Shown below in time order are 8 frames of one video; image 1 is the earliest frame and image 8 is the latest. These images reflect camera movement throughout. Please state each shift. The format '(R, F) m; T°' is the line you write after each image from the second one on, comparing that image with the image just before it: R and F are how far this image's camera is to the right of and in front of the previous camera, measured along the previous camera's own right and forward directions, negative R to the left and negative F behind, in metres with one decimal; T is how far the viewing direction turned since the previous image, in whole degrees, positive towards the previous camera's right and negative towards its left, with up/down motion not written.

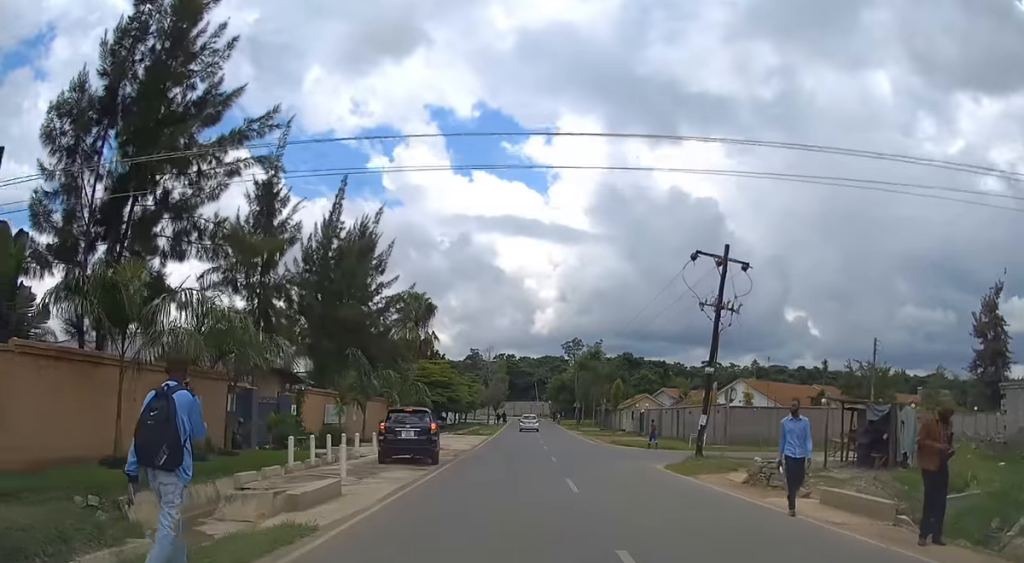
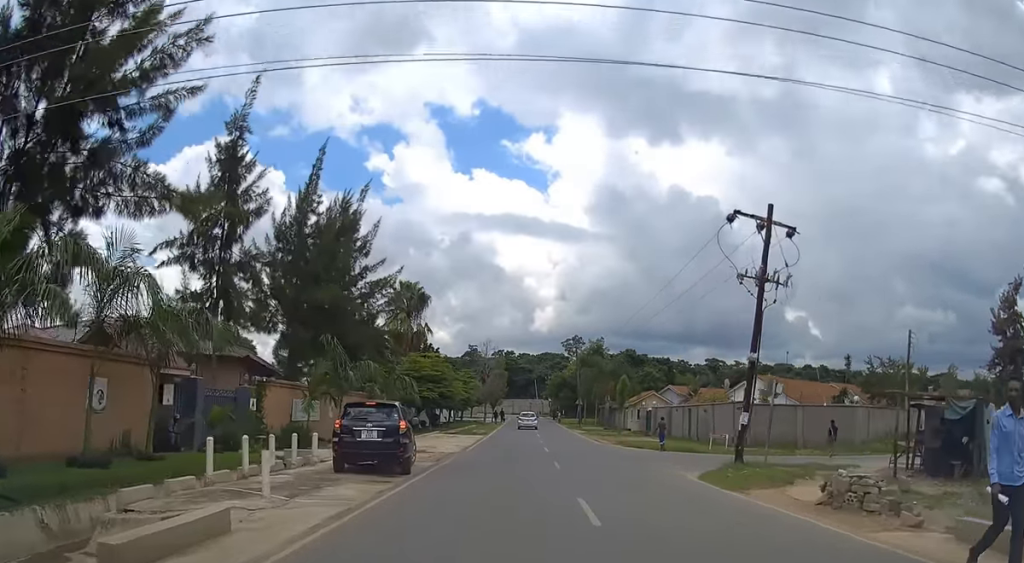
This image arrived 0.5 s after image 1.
(0.0, +4.8) m; +1°
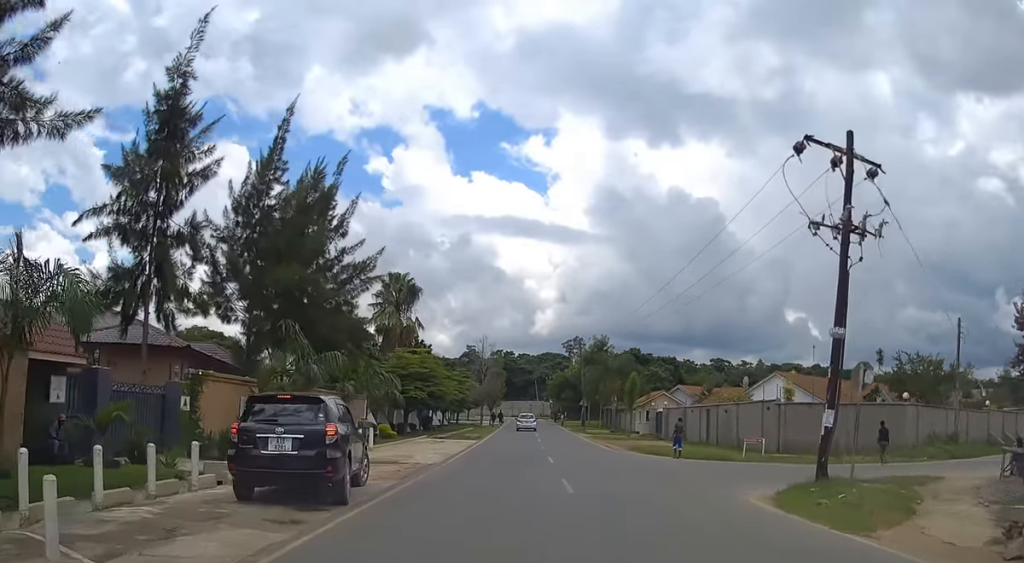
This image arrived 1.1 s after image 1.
(+0.1, +5.6) m; 0°
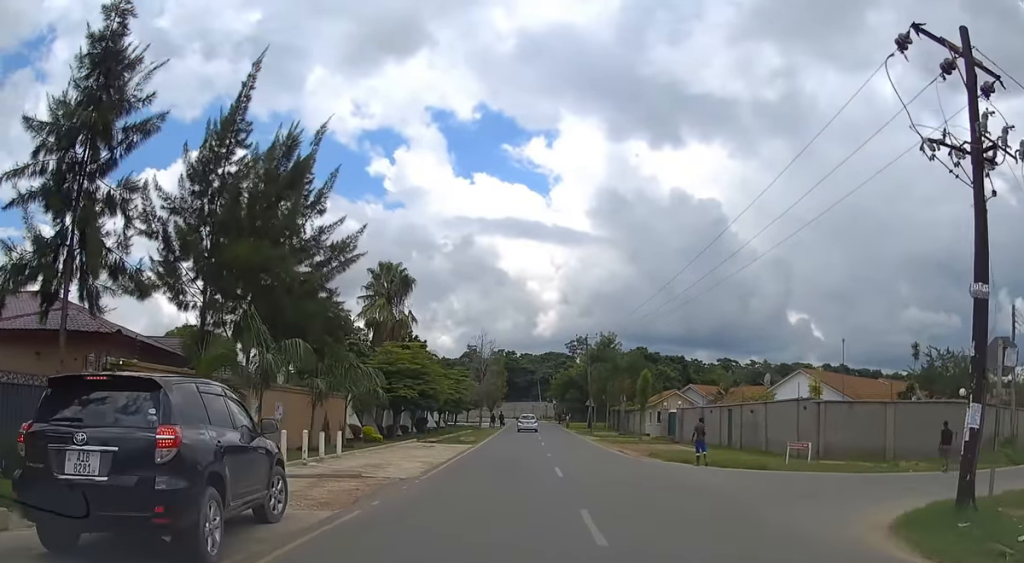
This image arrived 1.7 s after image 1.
(+0.1, +4.9) m; 0°
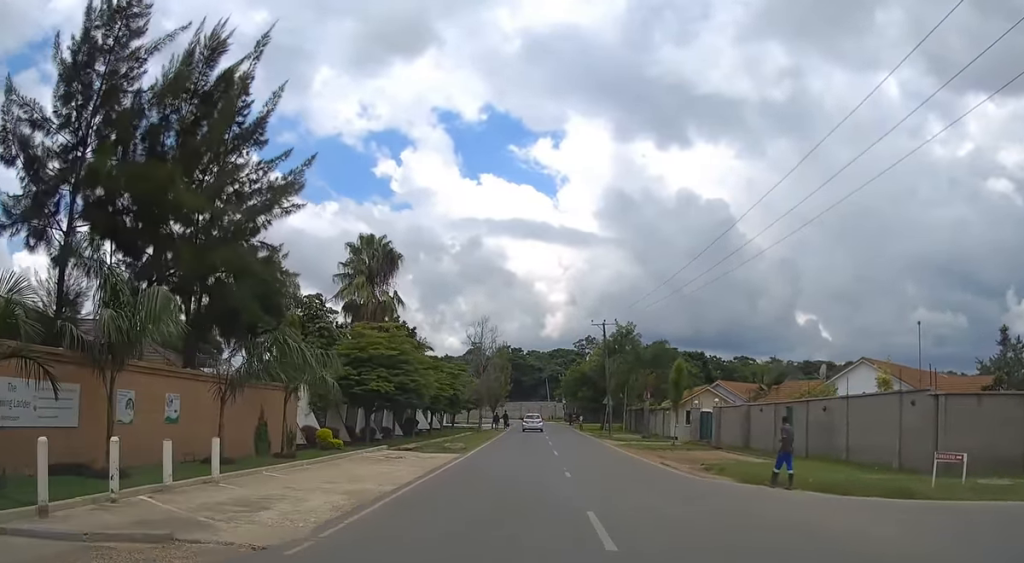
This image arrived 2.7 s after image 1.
(-0.2, +9.5) m; -2°
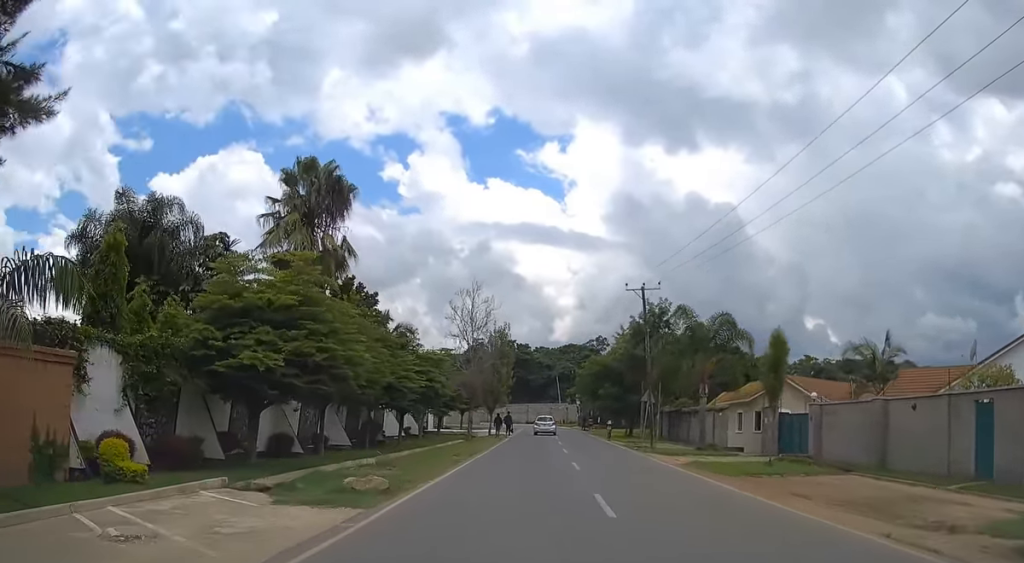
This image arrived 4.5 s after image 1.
(+0.1, +16.0) m; +1°
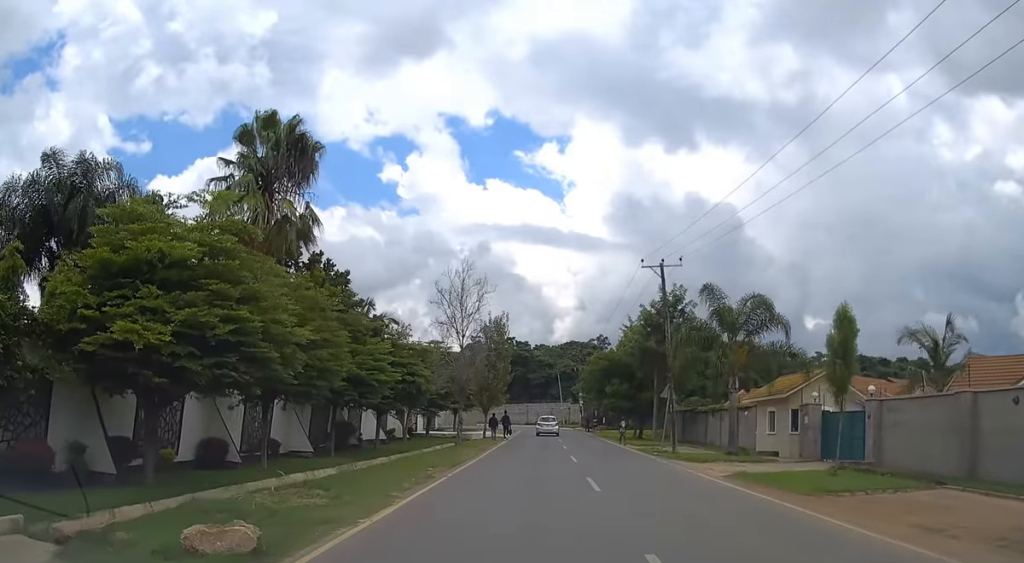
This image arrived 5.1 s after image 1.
(0.0, +5.9) m; 0°
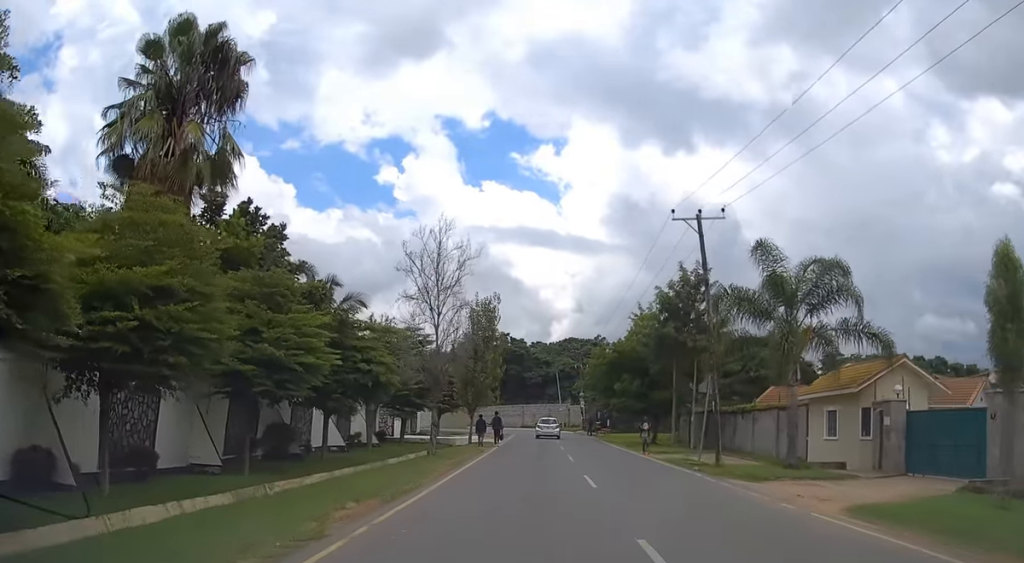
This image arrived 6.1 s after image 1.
(-0.1, +8.3) m; 0°
